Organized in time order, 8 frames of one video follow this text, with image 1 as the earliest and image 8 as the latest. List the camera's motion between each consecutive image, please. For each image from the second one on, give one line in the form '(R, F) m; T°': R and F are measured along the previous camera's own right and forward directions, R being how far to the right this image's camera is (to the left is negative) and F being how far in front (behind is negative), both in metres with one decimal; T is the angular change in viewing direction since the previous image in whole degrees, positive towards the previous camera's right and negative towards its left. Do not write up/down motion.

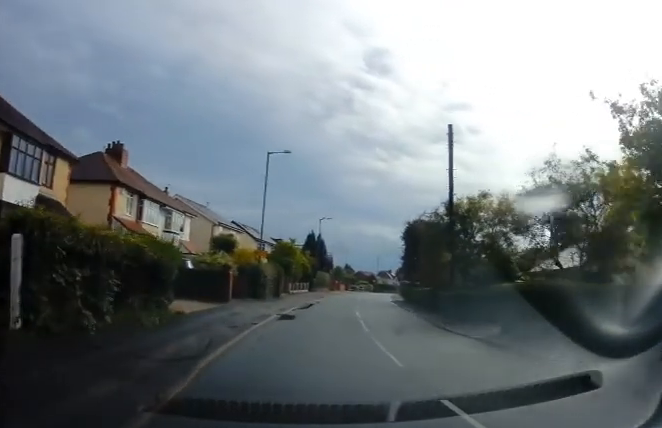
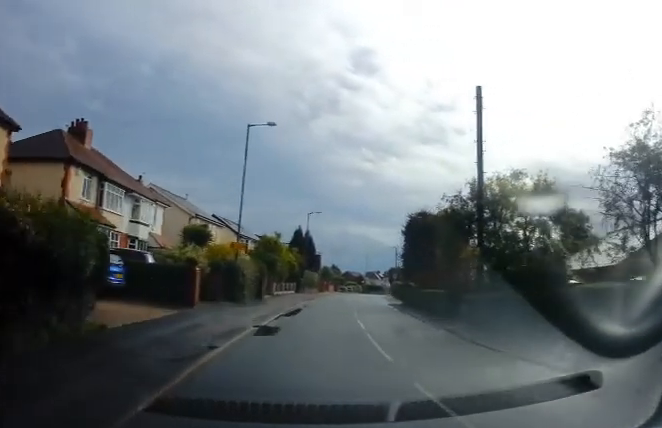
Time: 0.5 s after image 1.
(+0.1, +4.5) m; +1°
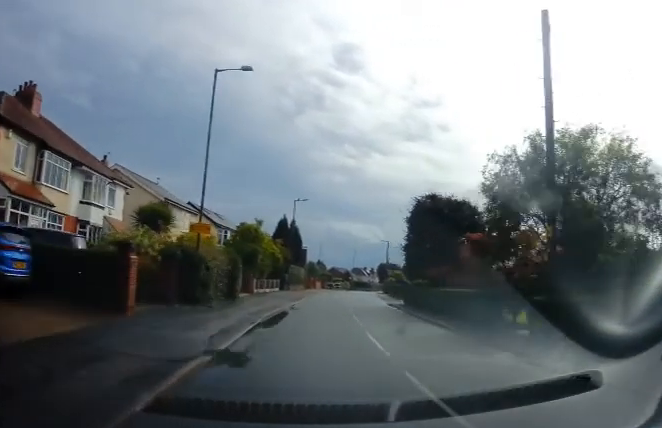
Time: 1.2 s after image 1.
(+0.1, +5.5) m; +1°
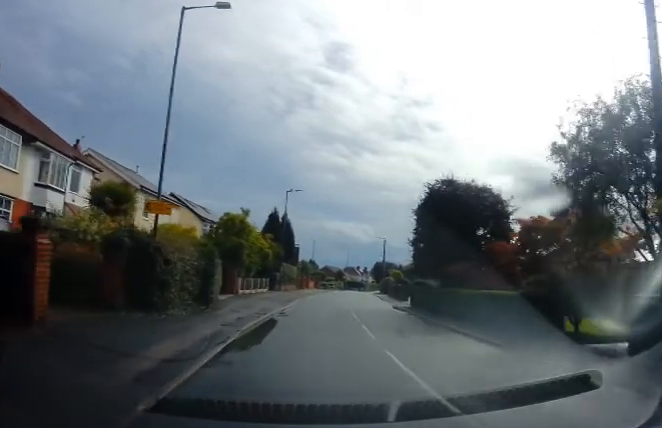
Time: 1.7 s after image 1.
(0.0, +4.0) m; +1°
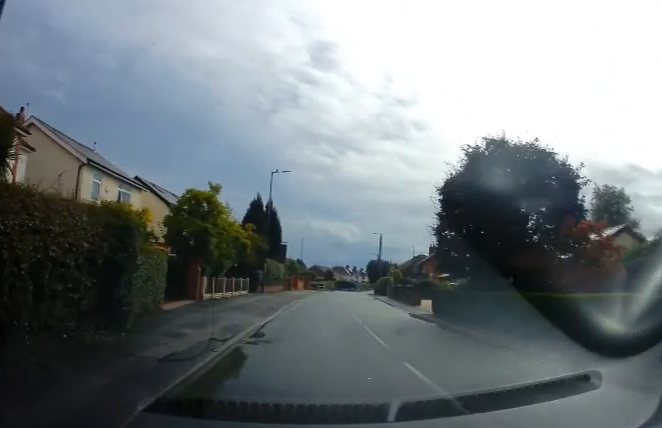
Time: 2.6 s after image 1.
(+0.1, +6.7) m; +2°
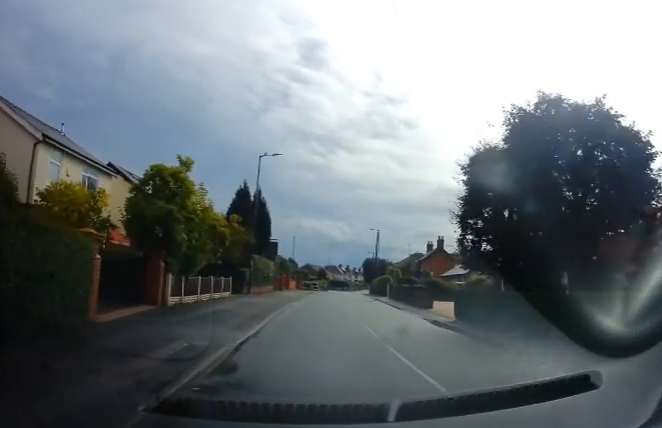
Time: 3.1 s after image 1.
(0.0, +4.1) m; +1°
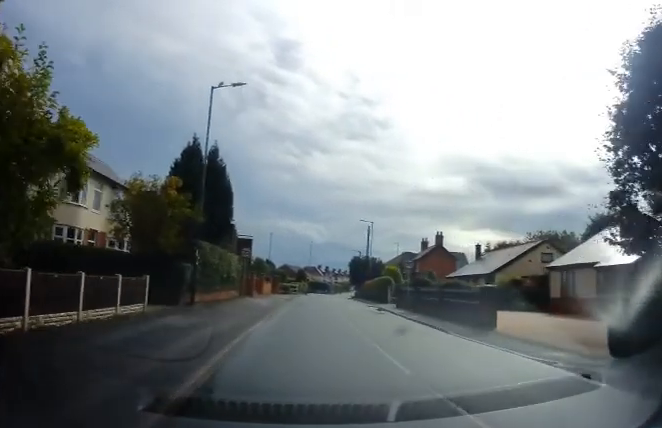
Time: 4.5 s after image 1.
(+0.2, +10.4) m; +2°
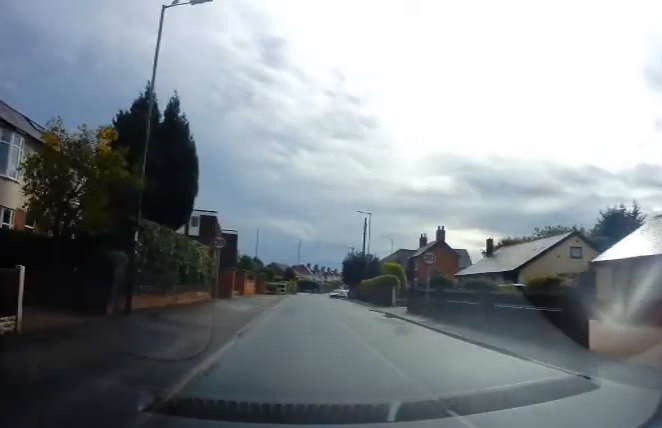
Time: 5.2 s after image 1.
(+0.1, +5.5) m; +2°
